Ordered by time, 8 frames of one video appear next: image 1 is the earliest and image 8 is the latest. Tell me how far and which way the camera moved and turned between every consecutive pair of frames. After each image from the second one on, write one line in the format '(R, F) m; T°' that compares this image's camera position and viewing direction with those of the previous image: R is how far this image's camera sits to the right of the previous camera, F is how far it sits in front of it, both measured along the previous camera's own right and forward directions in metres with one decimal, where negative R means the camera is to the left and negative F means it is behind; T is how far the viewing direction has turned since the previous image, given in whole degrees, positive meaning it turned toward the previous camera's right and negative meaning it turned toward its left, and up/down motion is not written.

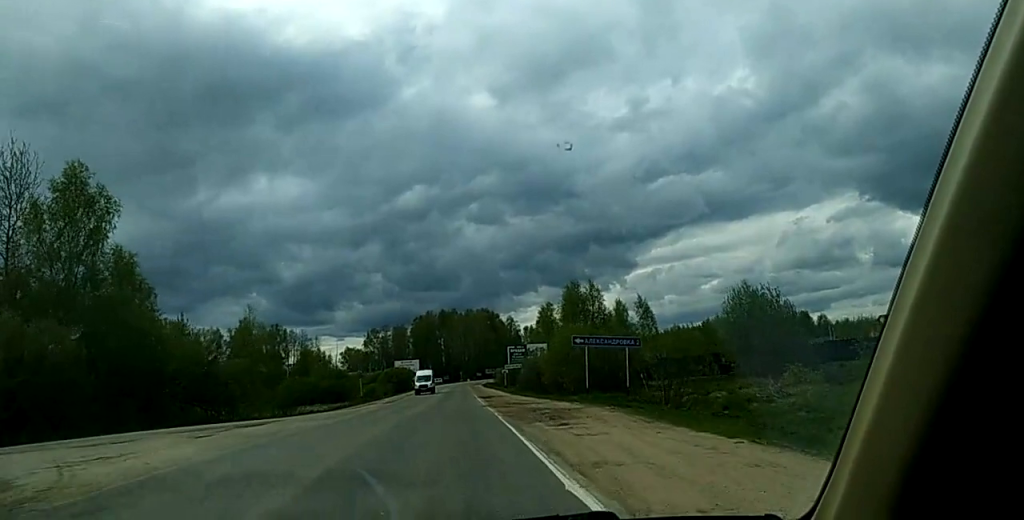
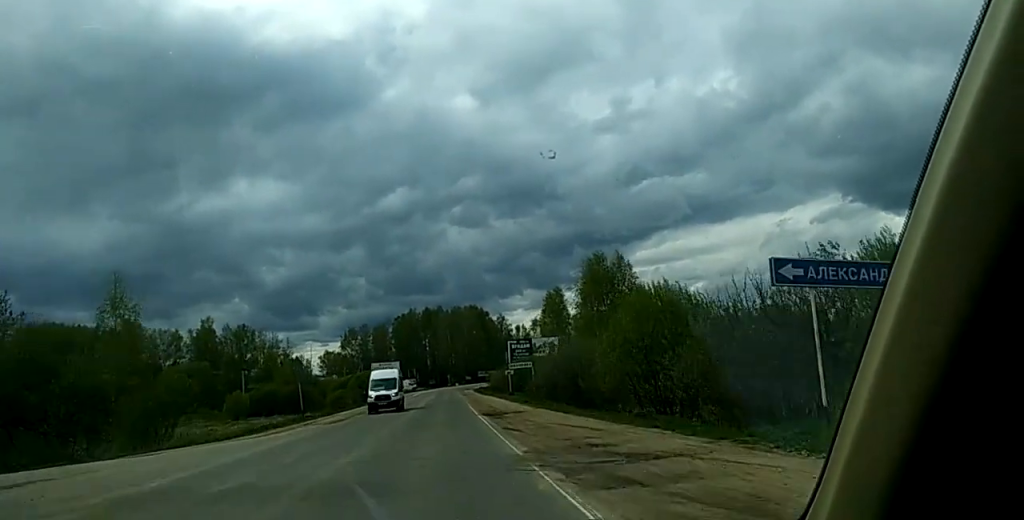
(+0.4, +26.7) m; +1°
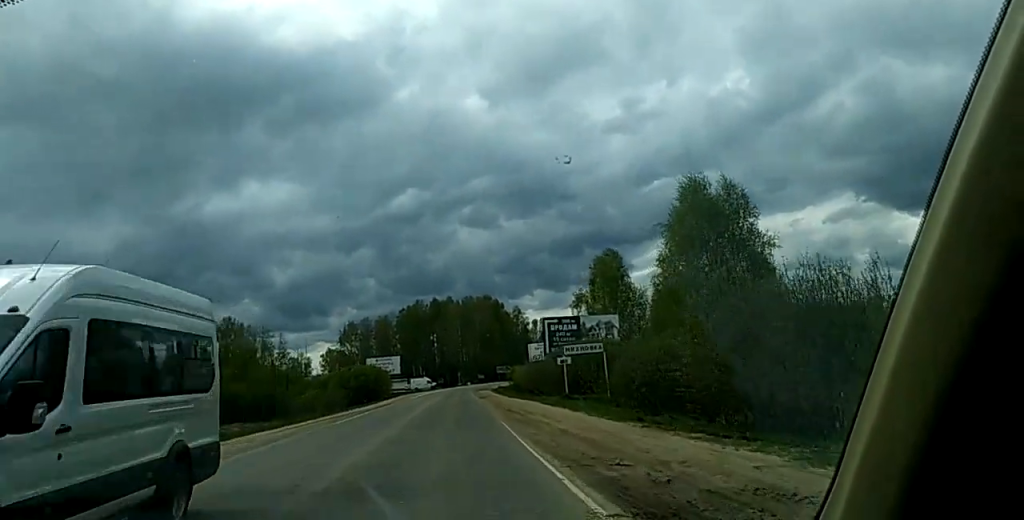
(-0.3, +30.7) m; 0°
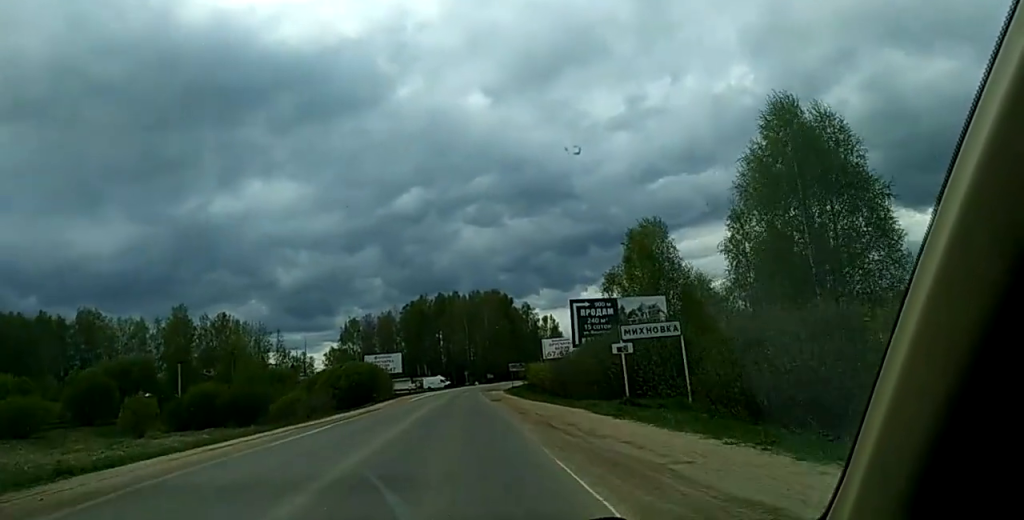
(0.0, +13.4) m; +1°
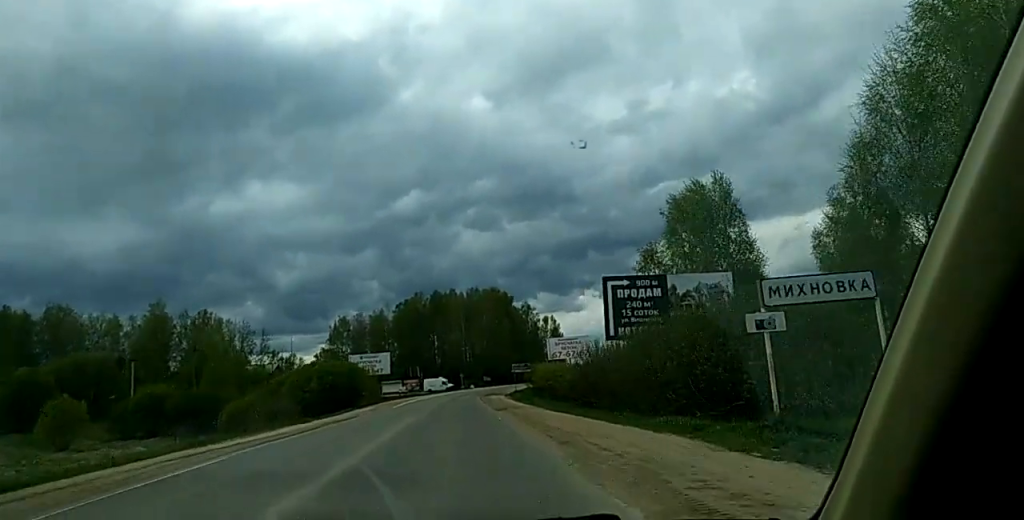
(+0.5, +13.2) m; +1°
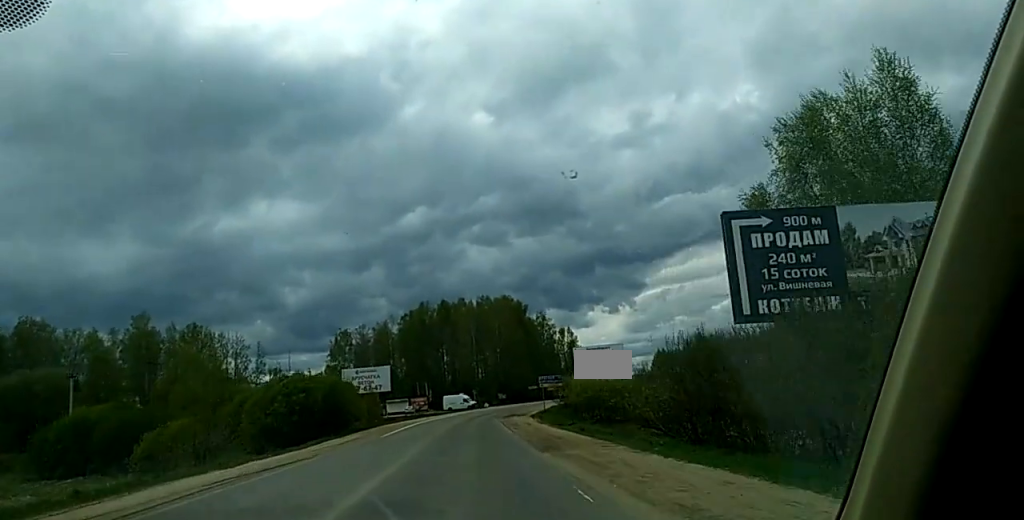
(-0.3, +17.0) m; -1°
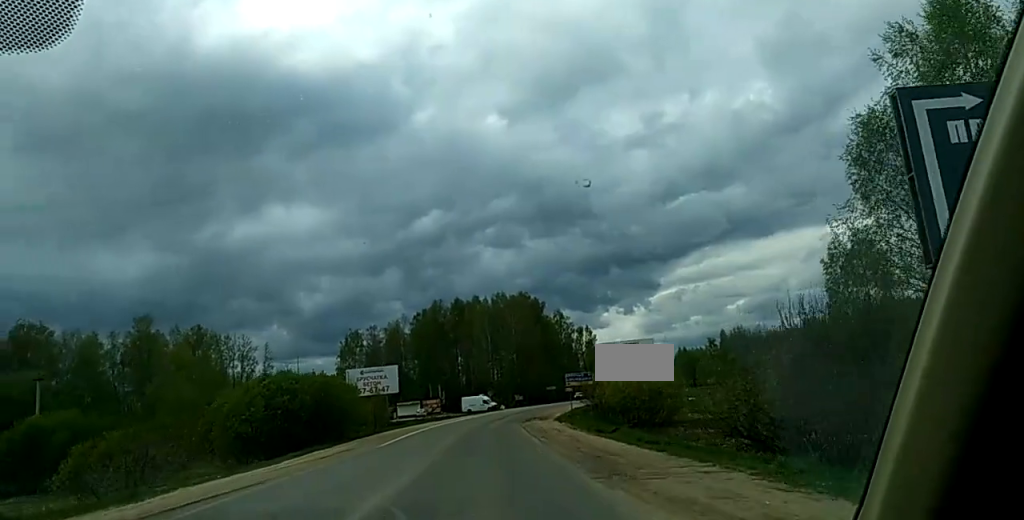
(-0.1, +8.8) m; -1°
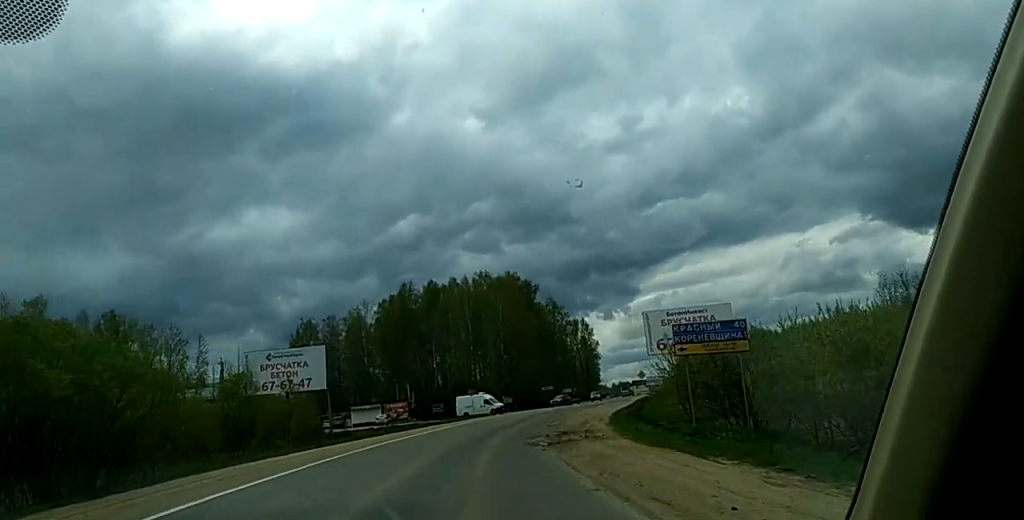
(-0.4, +34.3) m; 0°
